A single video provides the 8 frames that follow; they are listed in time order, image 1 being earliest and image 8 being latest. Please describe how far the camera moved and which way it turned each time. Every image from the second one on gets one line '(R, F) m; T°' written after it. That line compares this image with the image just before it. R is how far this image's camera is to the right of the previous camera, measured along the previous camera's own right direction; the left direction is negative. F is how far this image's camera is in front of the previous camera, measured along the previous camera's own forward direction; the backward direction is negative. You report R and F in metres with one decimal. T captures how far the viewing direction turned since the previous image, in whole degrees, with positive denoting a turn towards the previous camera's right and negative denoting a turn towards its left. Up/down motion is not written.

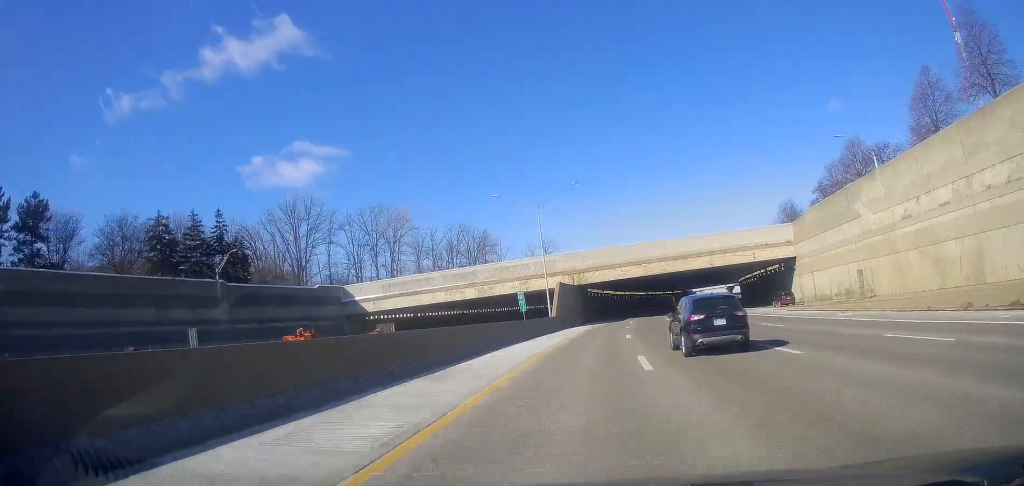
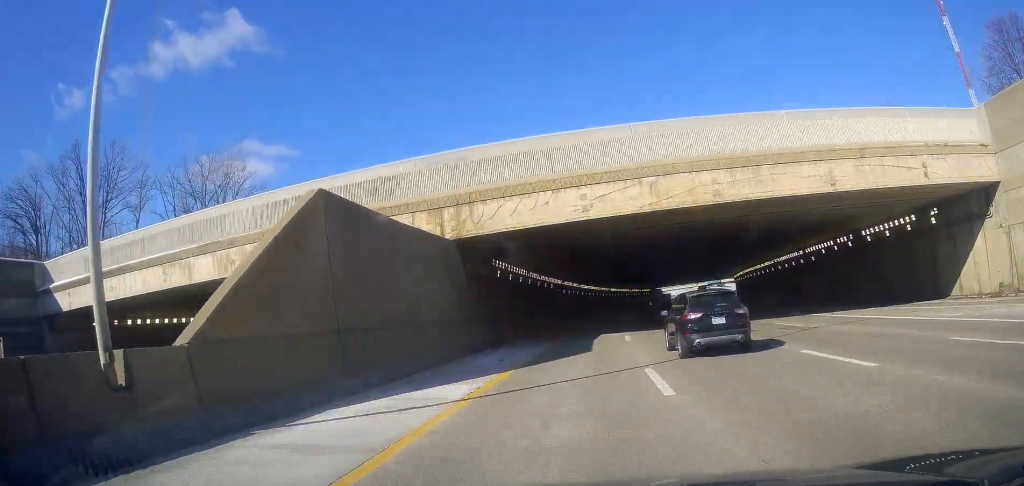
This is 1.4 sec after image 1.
(+1.9, +50.7) m; +2°
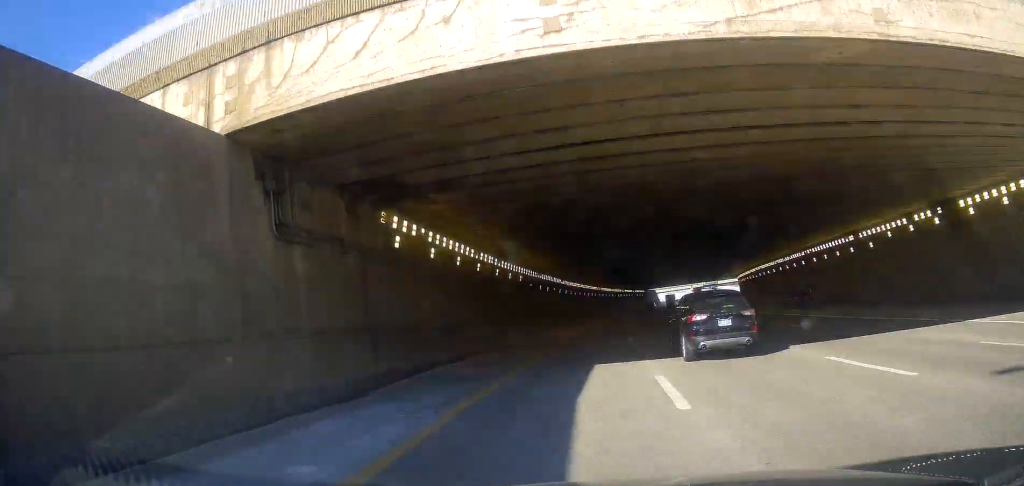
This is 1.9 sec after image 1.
(-0.1, +16.9) m; 0°
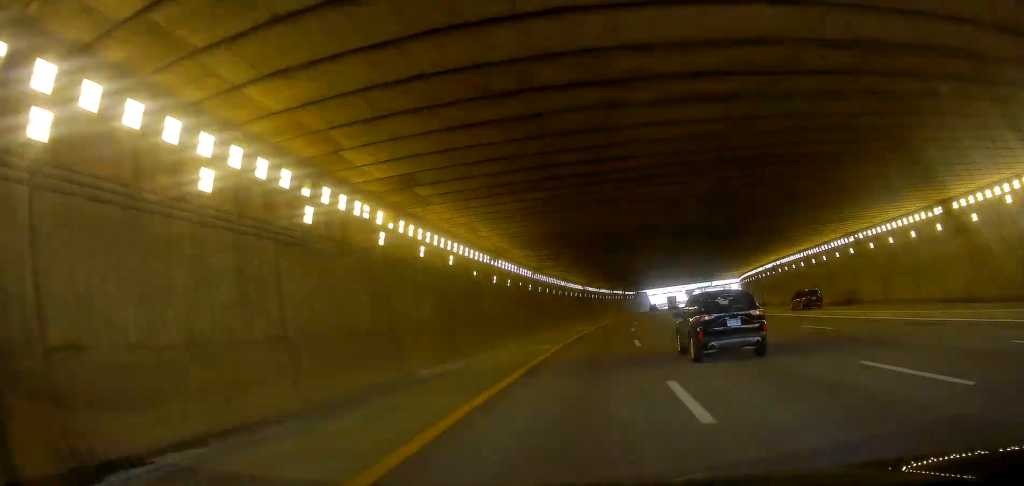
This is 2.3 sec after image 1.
(+0.1, +16.9) m; 0°
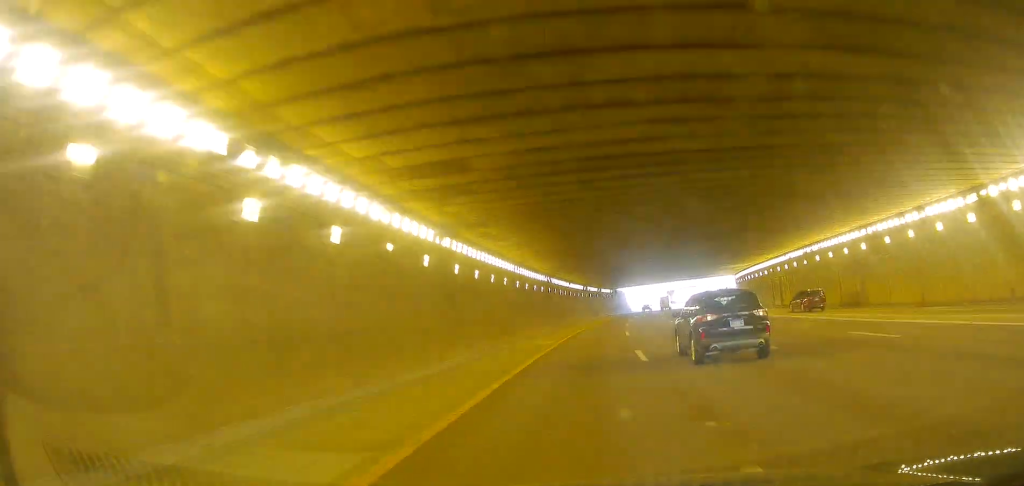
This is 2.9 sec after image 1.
(+0.2, +21.8) m; 0°
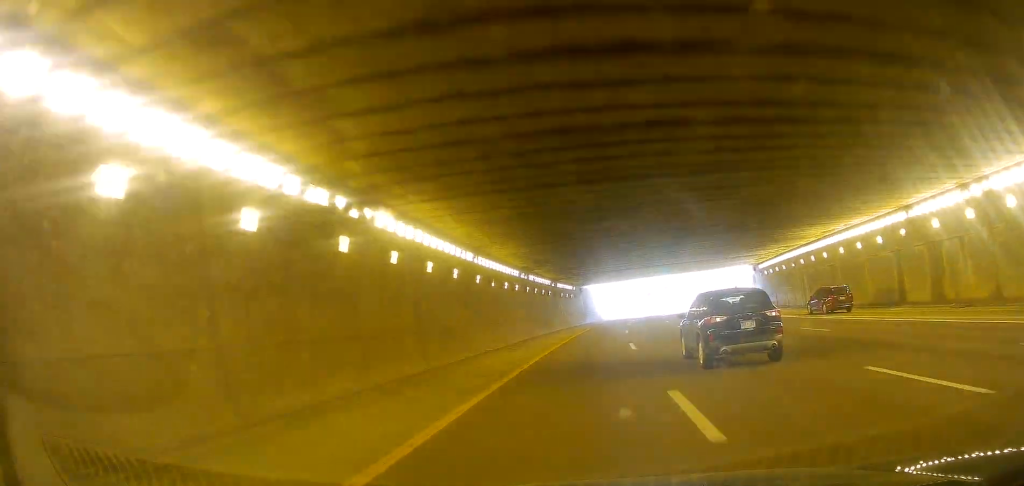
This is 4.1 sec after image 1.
(0.0, +41.2) m; +5°
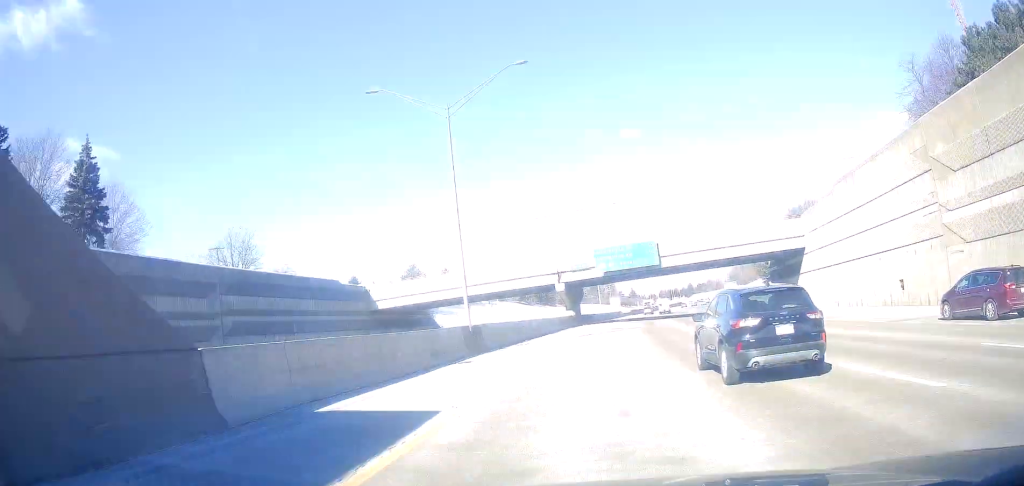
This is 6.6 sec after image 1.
(+15.1, +88.7) m; +20°
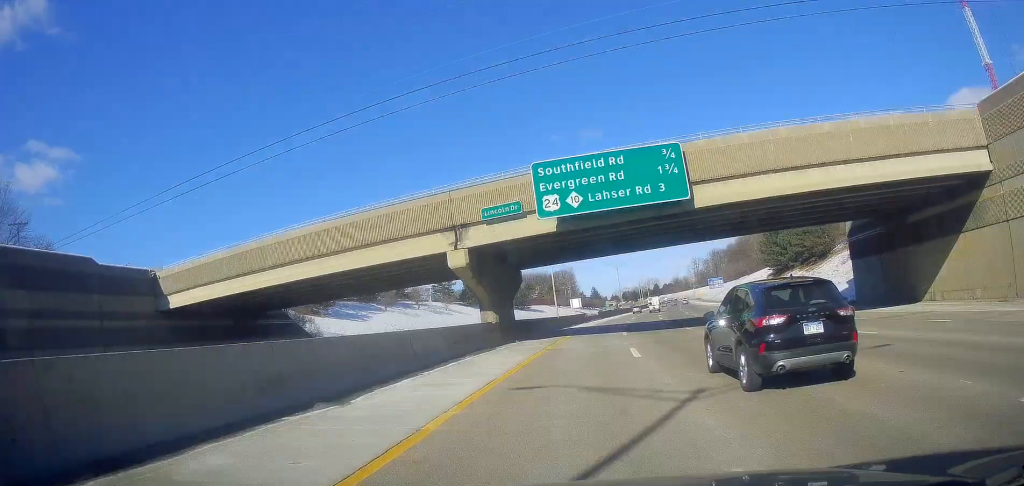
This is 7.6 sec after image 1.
(+2.6, +37.3) m; +4°
